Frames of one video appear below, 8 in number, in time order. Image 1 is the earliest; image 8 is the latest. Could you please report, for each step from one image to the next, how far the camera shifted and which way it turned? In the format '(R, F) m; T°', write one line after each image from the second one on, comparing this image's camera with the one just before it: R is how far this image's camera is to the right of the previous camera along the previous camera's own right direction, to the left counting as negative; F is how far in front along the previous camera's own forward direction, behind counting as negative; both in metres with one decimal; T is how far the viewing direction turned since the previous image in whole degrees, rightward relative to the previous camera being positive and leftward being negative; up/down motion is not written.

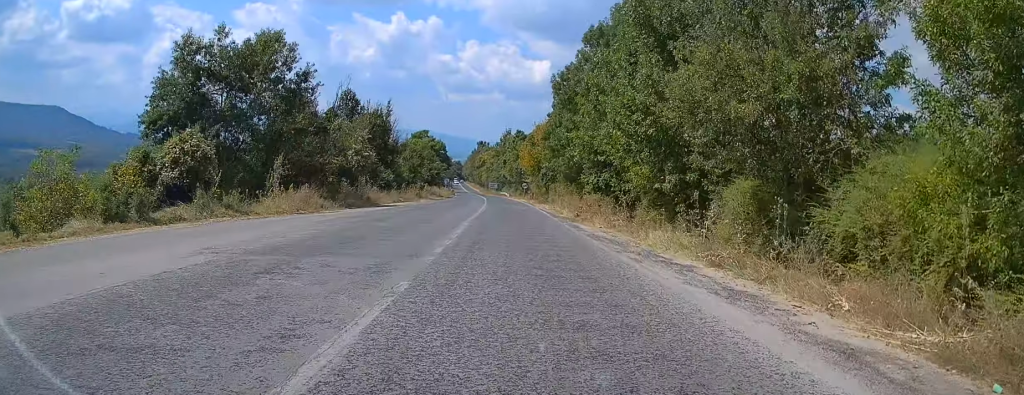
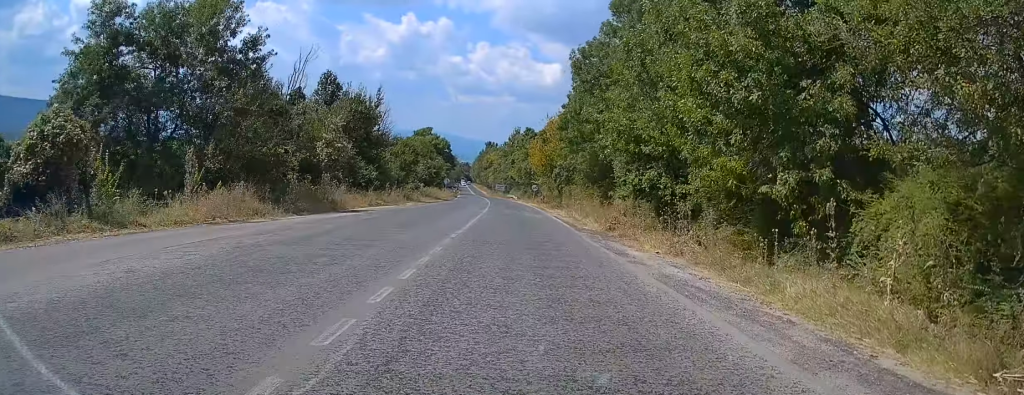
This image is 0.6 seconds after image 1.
(-0.2, +9.9) m; -1°
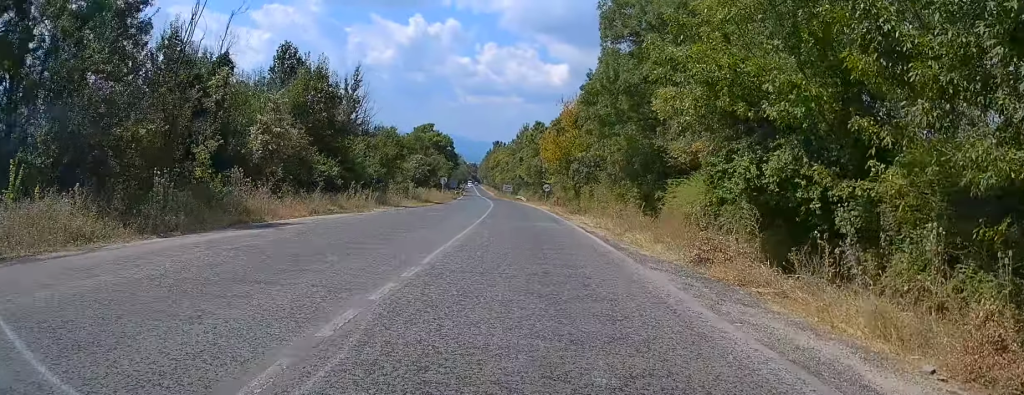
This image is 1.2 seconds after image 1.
(0.0, +11.6) m; 0°
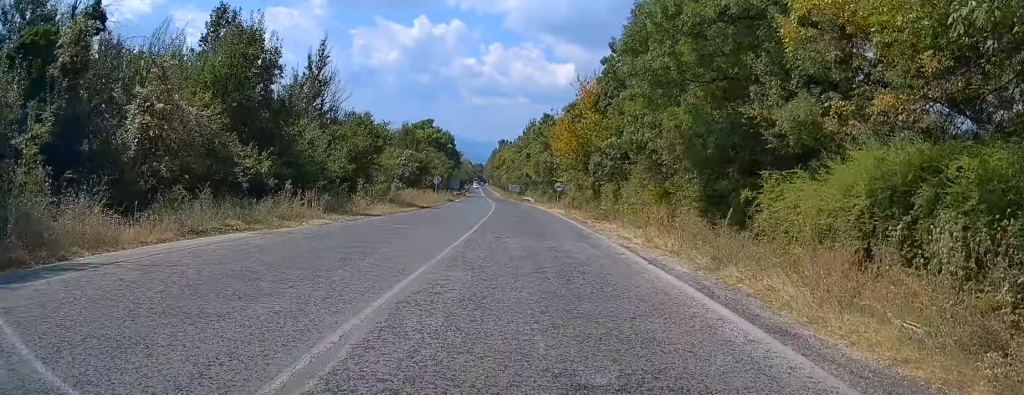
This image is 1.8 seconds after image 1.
(-0.1, +10.5) m; 0°
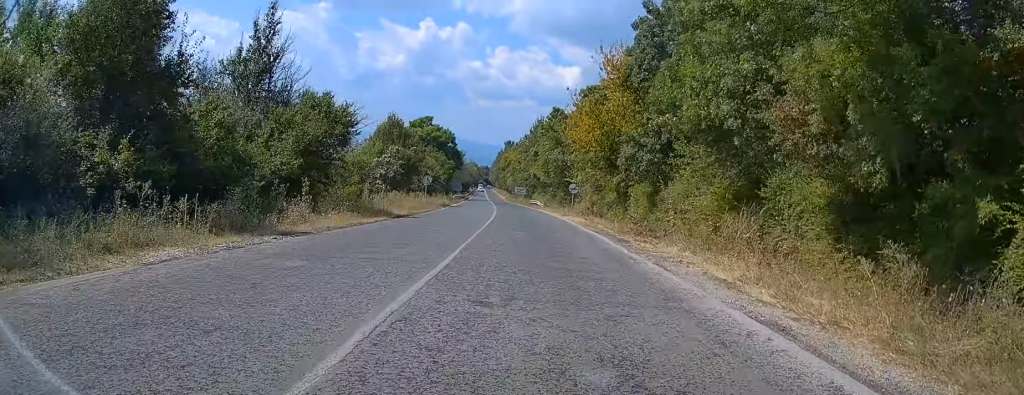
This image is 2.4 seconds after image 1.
(-0.1, +9.9) m; 0°
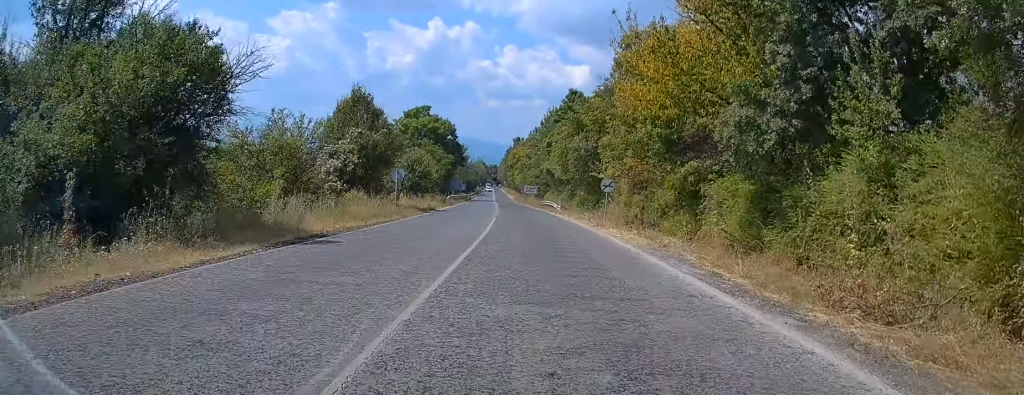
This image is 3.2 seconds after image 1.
(0.0, +14.5) m; -1°
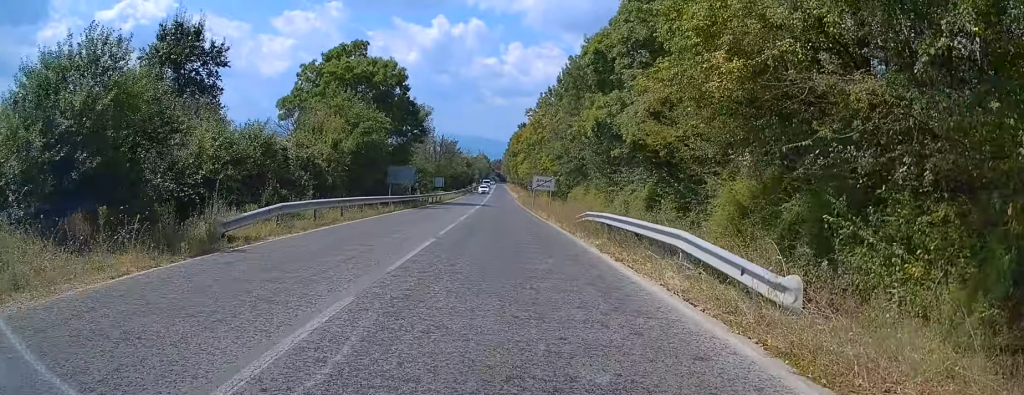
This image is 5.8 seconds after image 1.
(-0.7, +45.2) m; -1°
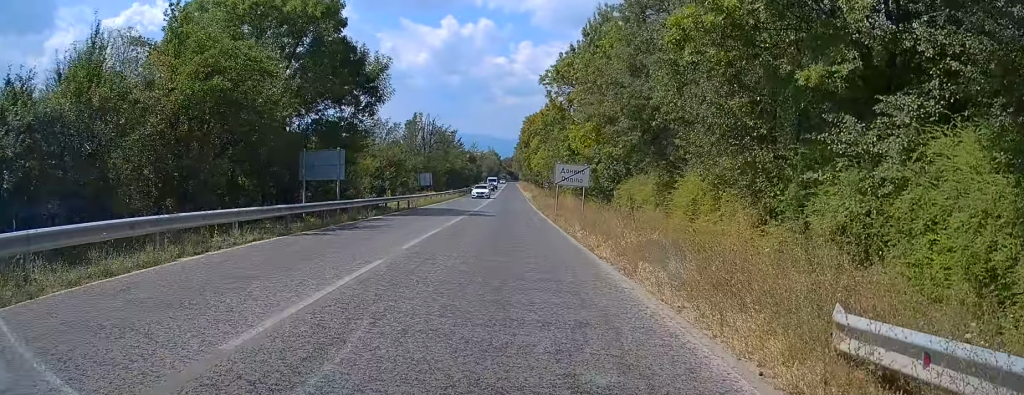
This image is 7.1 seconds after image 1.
(0.0, +22.6) m; 0°
